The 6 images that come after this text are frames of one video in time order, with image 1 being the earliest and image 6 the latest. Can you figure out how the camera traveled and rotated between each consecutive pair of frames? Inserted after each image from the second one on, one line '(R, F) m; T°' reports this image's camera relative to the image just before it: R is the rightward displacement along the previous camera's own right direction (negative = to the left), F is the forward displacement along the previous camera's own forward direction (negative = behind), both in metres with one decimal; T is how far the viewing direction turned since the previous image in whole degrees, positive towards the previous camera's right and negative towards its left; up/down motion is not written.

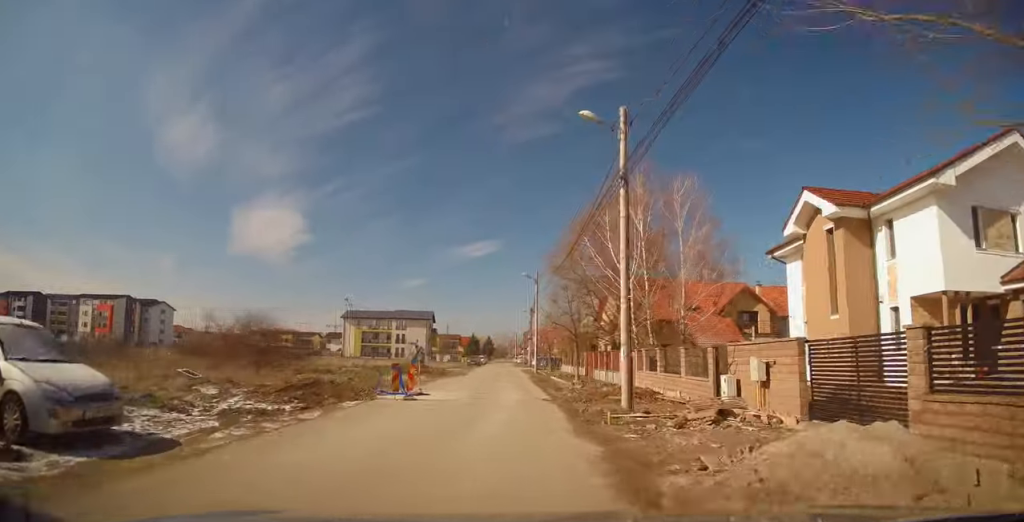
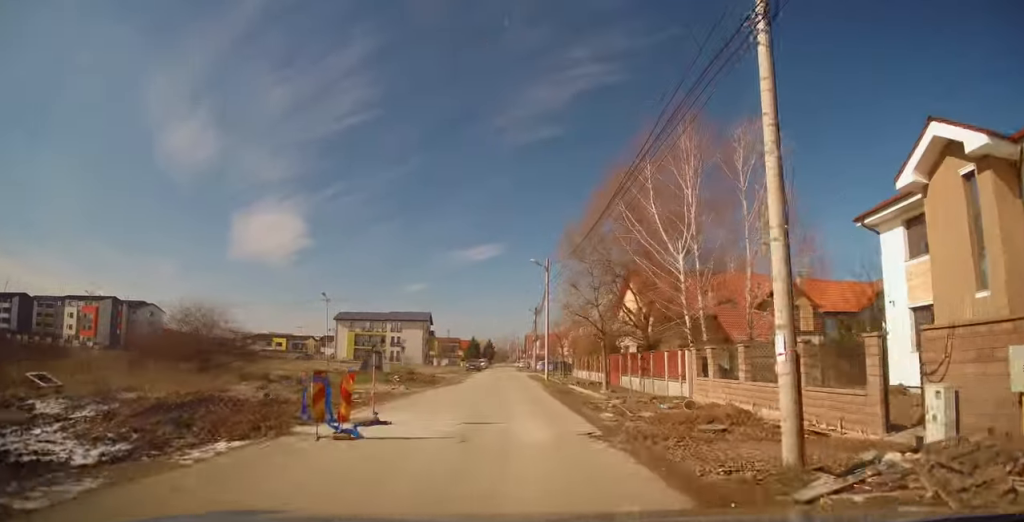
(+0.1, +7.0) m; -1°
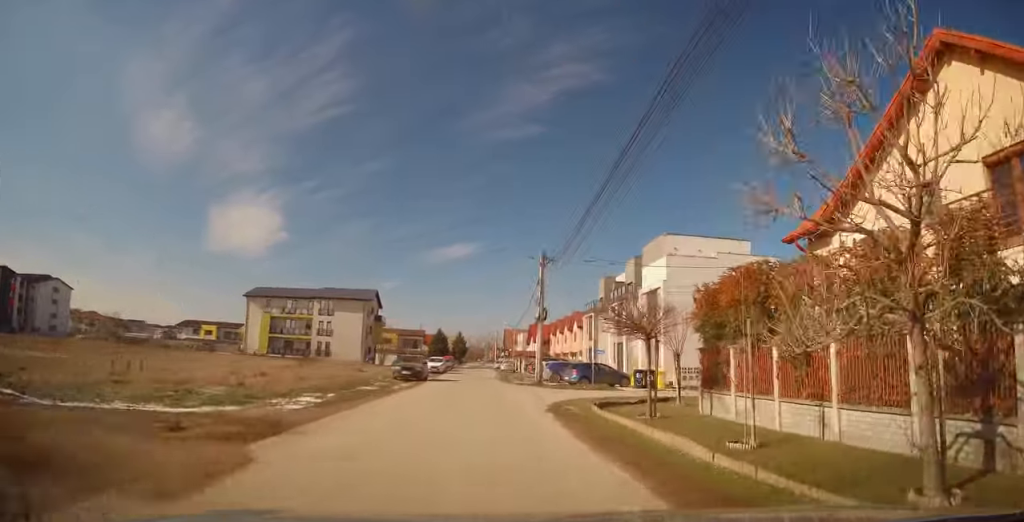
(+0.6, +33.3) m; +3°
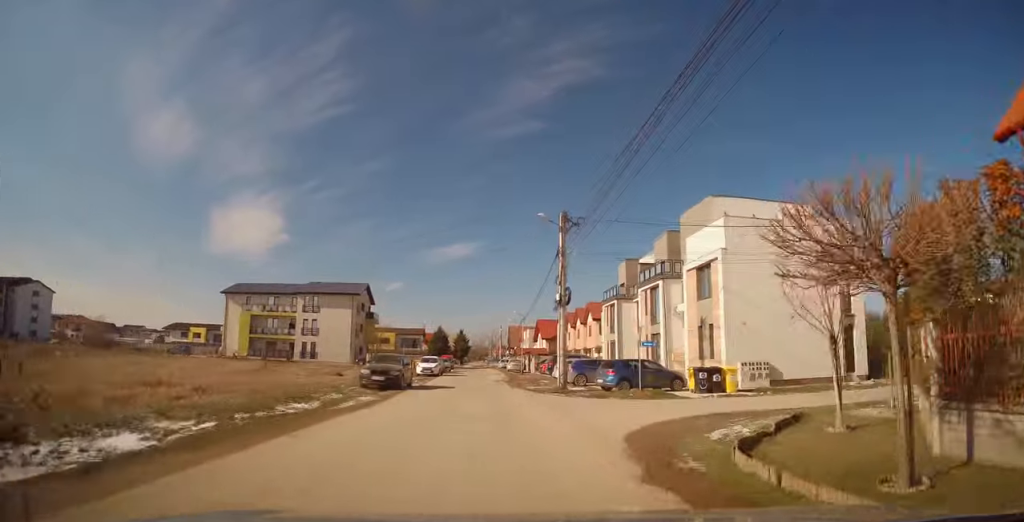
(+0.1, +8.7) m; -1°
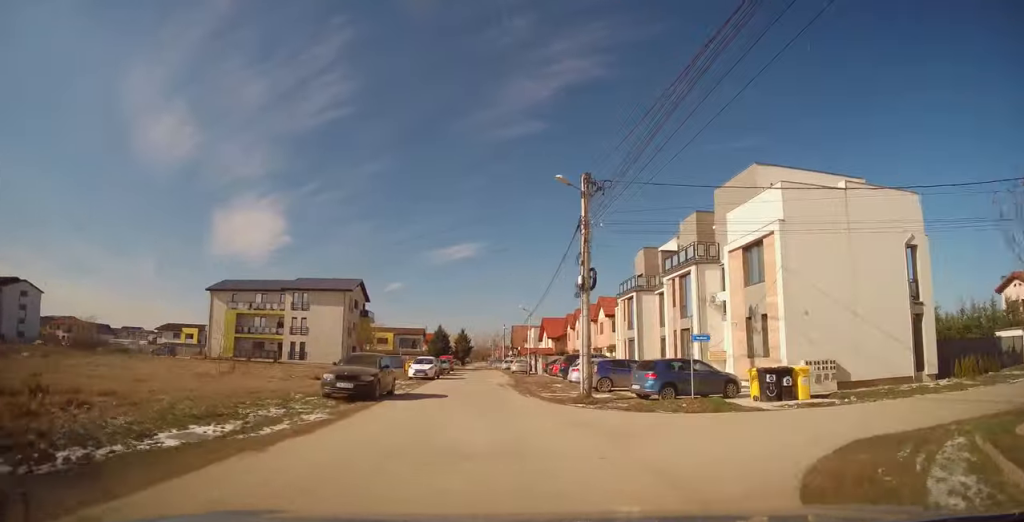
(-0.1, +5.4) m; -1°
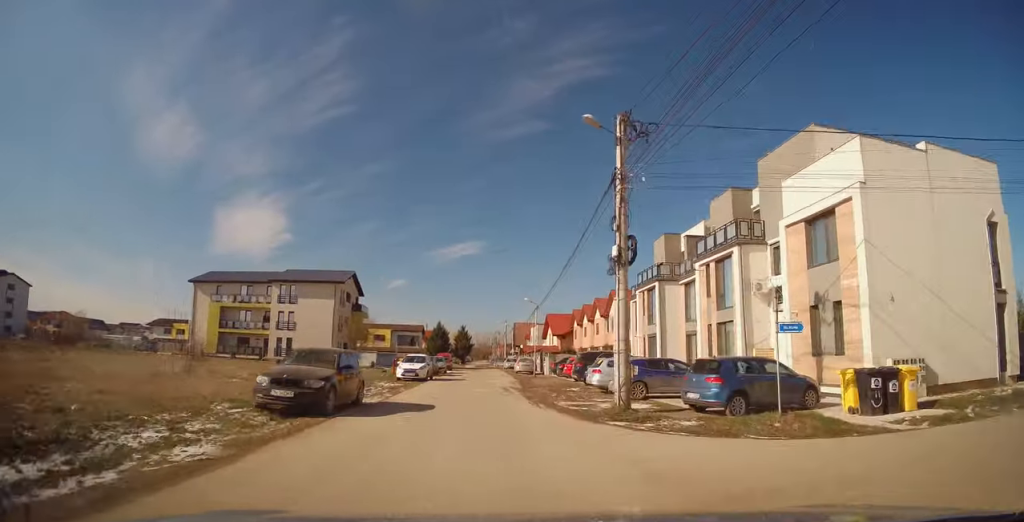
(-0.1, +5.1) m; -1°
